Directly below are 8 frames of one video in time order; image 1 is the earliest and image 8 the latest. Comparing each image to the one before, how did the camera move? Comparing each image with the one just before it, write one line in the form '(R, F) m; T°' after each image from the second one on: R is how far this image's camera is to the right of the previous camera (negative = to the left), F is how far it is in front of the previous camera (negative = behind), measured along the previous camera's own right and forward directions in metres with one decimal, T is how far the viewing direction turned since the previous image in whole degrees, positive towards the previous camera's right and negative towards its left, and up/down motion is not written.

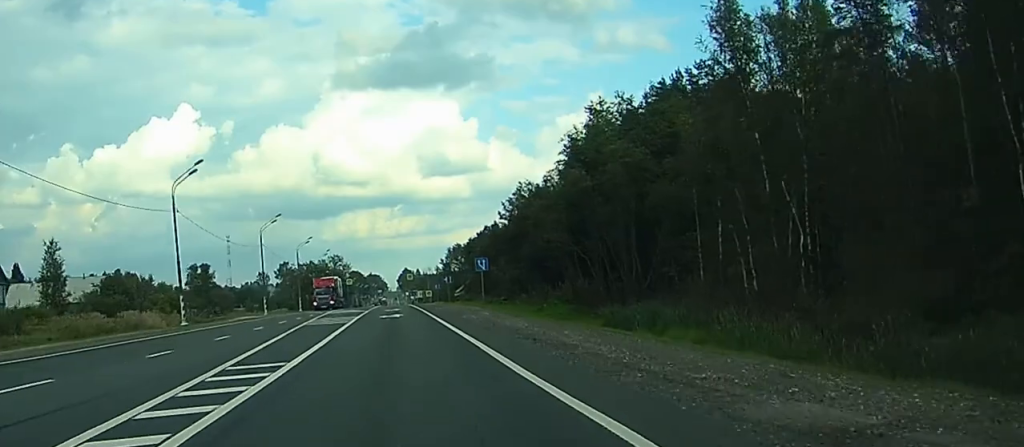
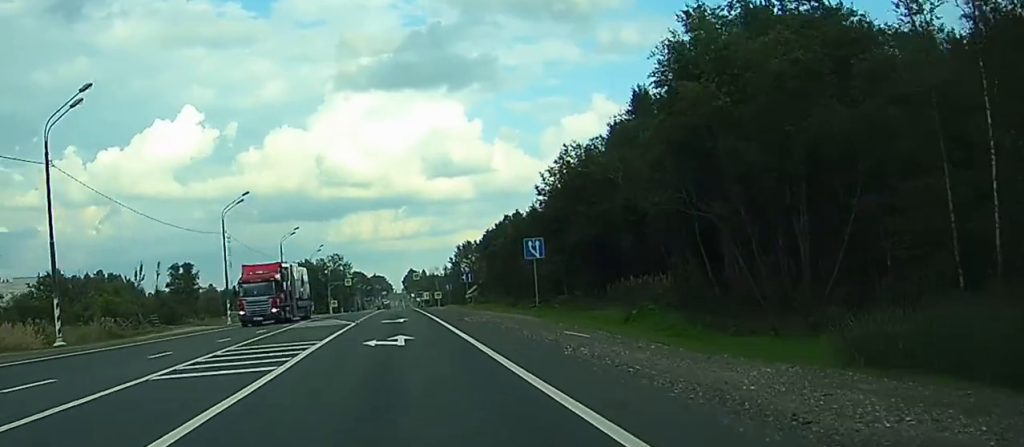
(+0.1, +24.0) m; 0°
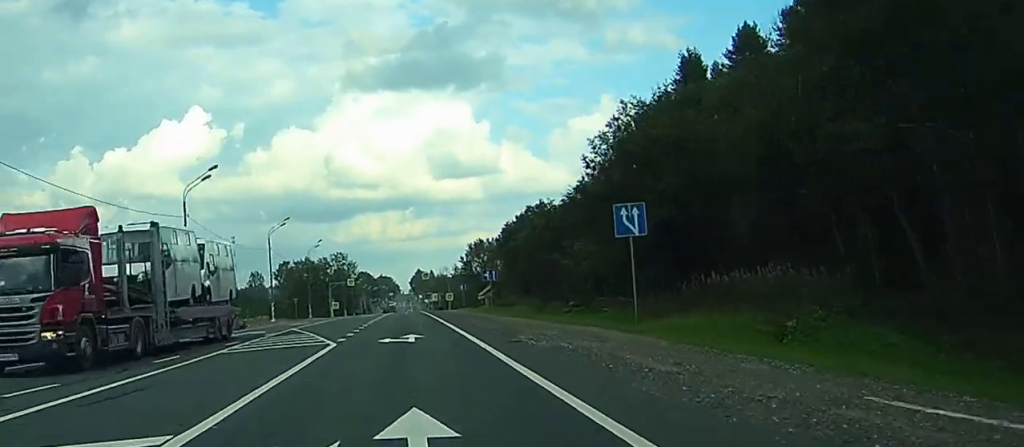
(-0.1, +16.4) m; -1°
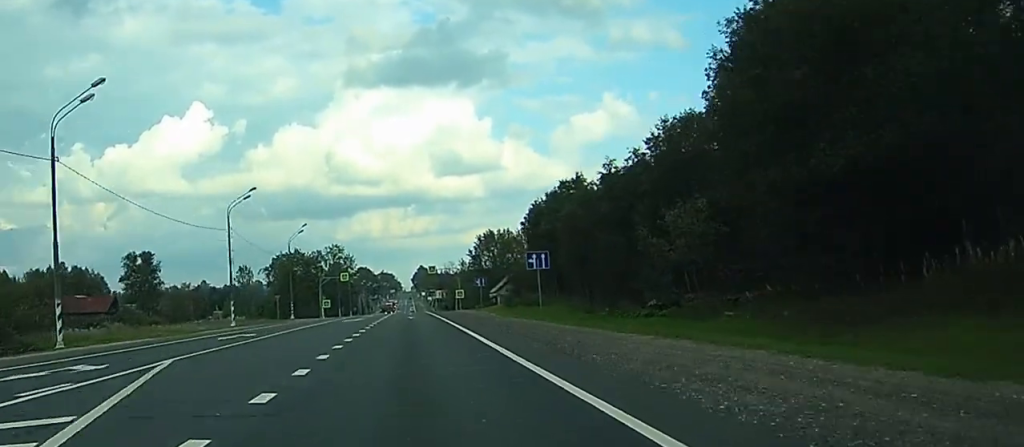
(-0.2, +24.0) m; -1°
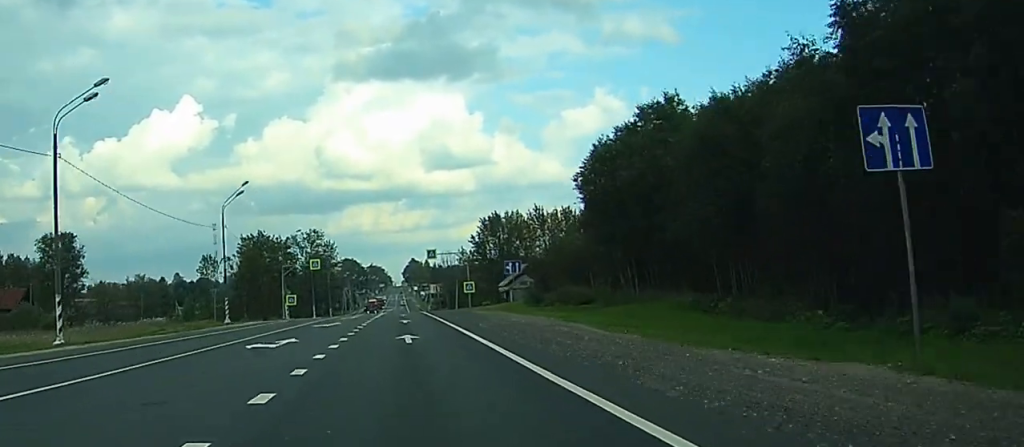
(-0.3, +35.7) m; 0°
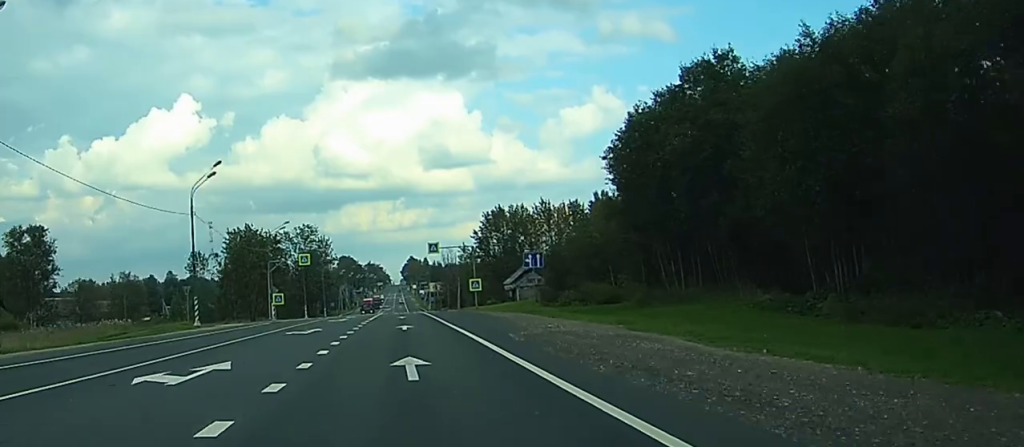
(0.0, +10.5) m; 0°
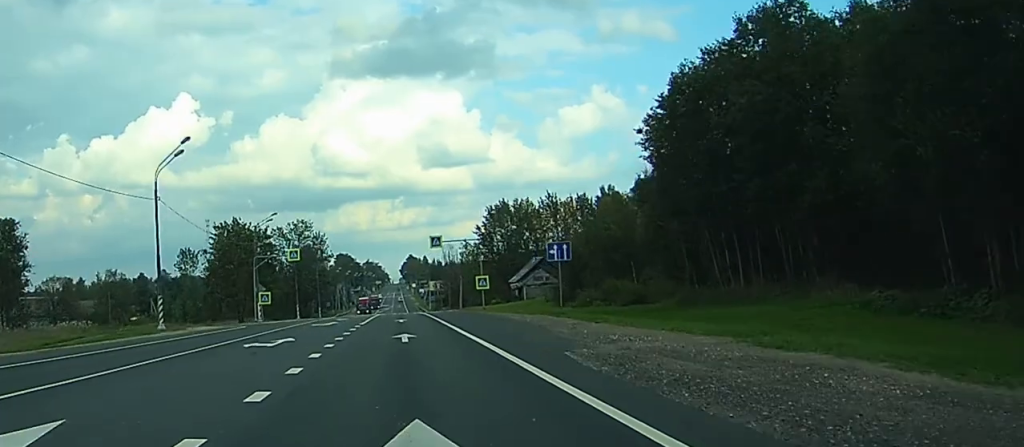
(0.0, +9.1) m; 0°
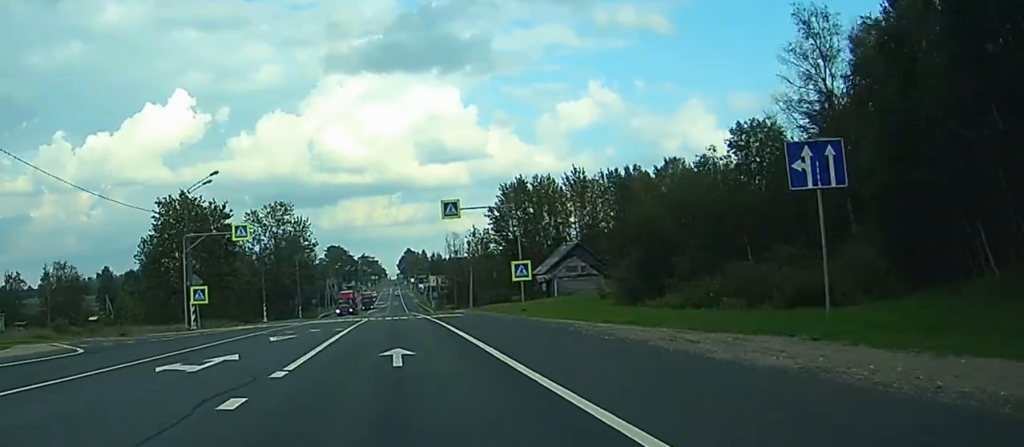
(+0.9, +28.4) m; +2°
